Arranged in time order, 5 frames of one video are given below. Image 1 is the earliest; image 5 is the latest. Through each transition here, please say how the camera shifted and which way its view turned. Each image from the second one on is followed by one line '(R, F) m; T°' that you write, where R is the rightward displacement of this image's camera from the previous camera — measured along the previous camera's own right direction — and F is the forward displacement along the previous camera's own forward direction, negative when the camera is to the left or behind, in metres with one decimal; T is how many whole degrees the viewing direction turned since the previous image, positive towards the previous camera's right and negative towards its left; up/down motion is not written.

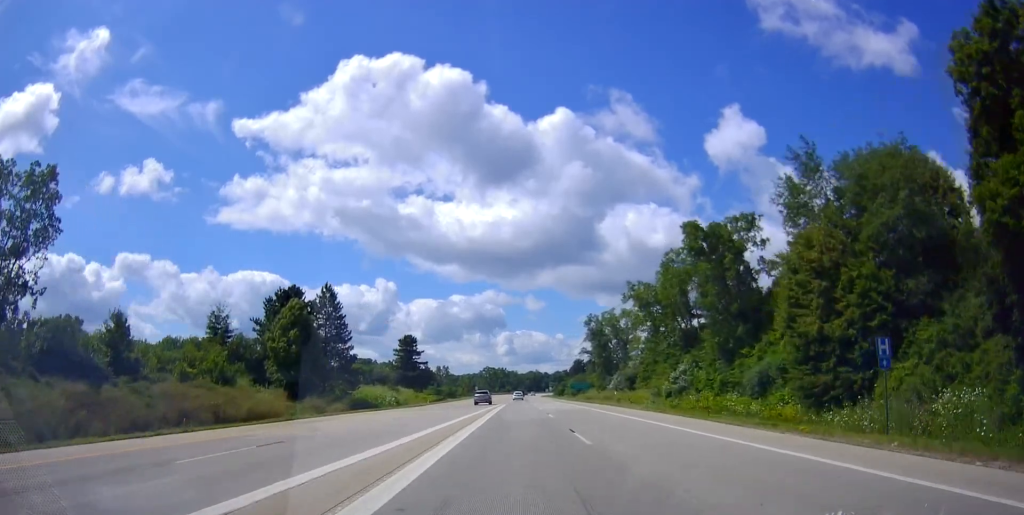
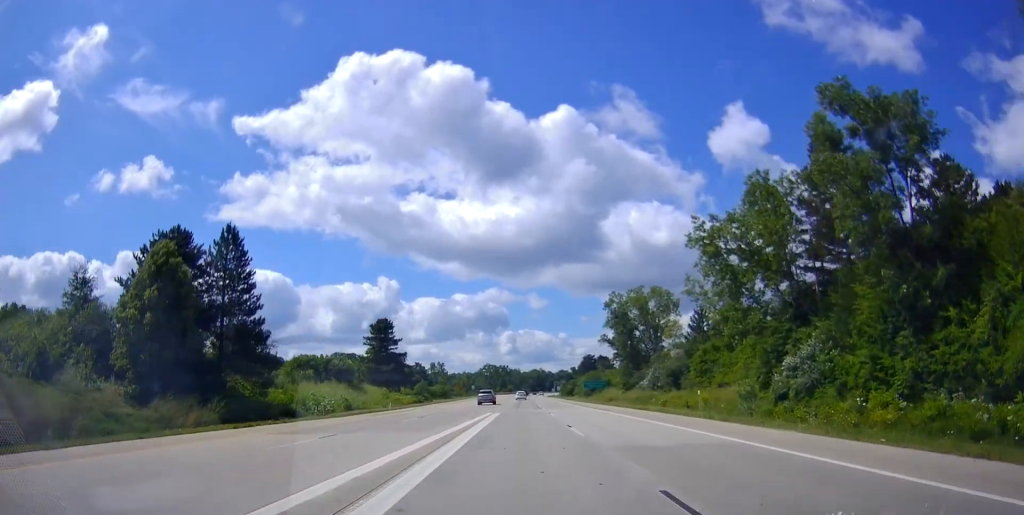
(+0.3, +27.3) m; 0°
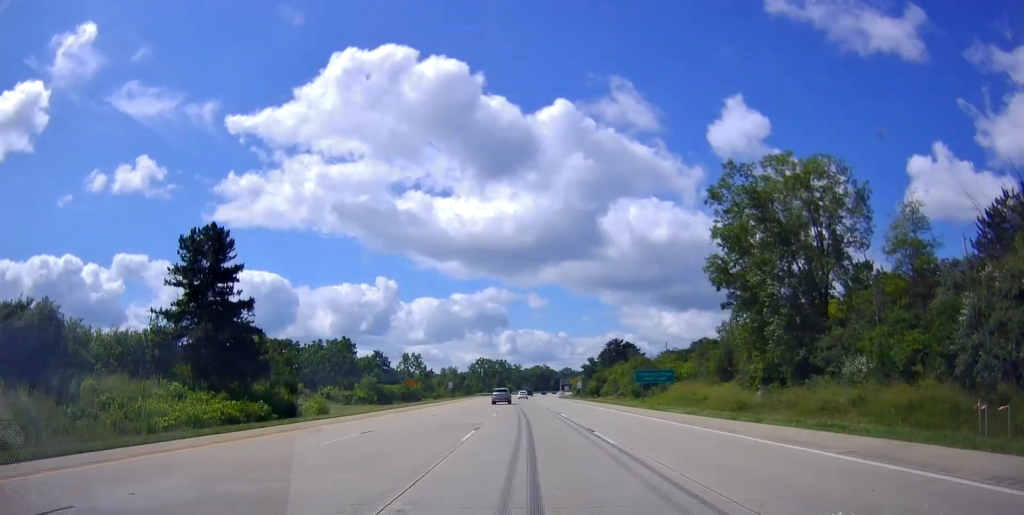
(-0.2, +61.7) m; +1°
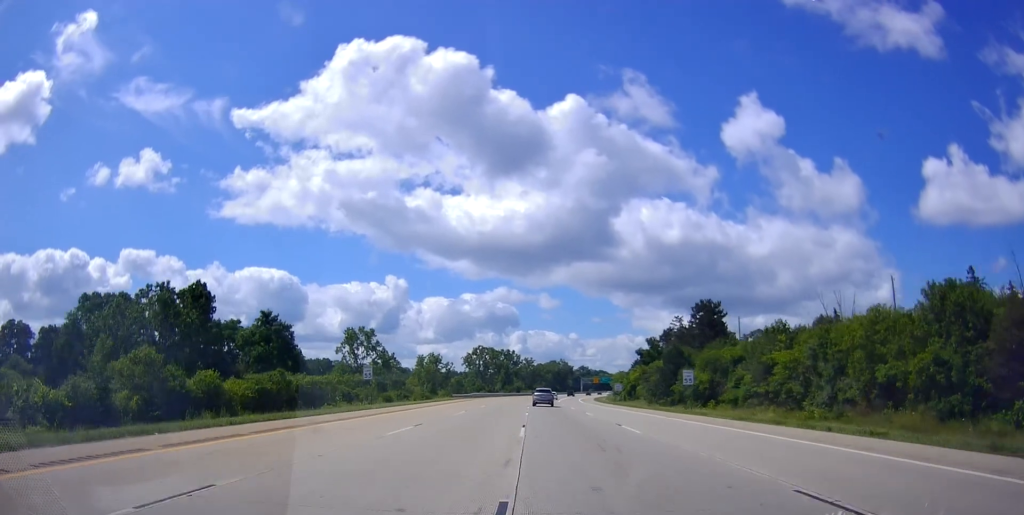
(-1.1, +74.6) m; -1°
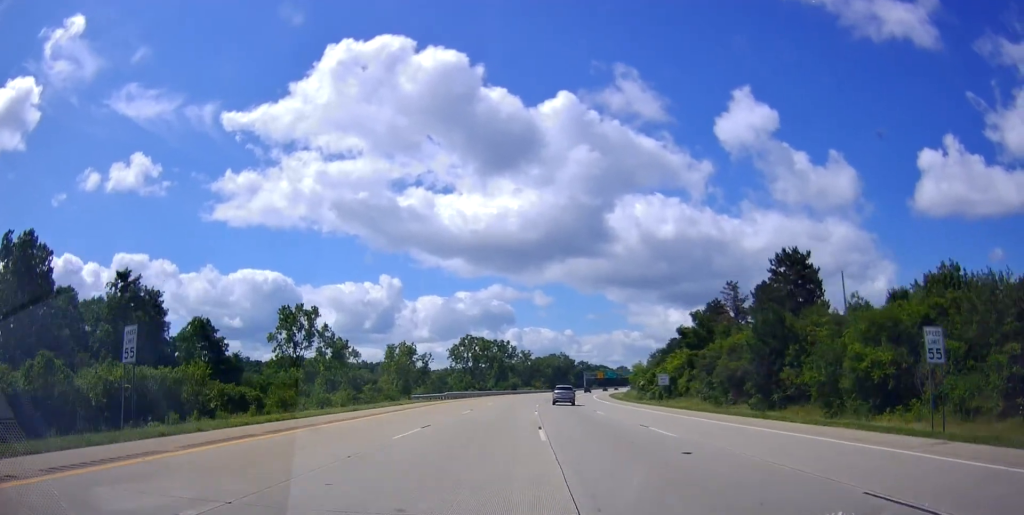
(+0.1, +32.3) m; +1°
